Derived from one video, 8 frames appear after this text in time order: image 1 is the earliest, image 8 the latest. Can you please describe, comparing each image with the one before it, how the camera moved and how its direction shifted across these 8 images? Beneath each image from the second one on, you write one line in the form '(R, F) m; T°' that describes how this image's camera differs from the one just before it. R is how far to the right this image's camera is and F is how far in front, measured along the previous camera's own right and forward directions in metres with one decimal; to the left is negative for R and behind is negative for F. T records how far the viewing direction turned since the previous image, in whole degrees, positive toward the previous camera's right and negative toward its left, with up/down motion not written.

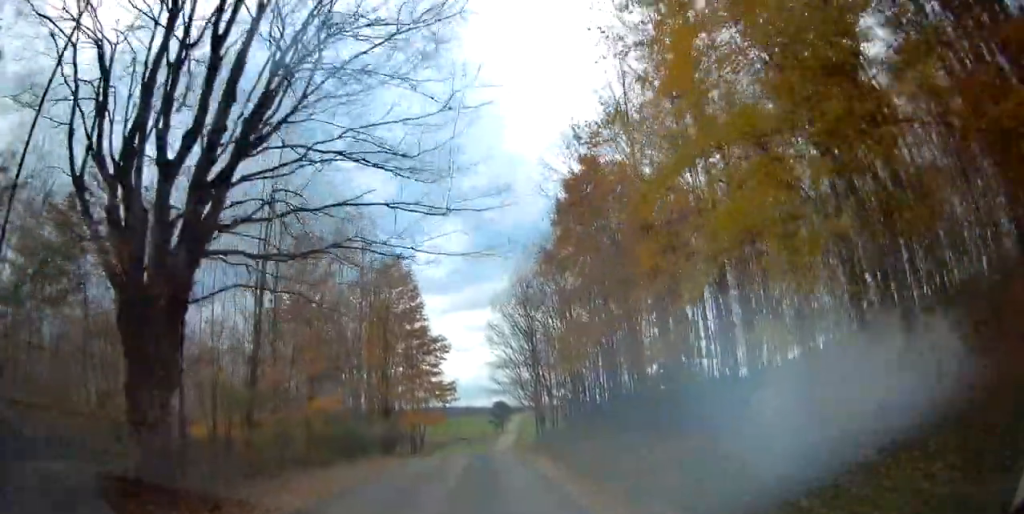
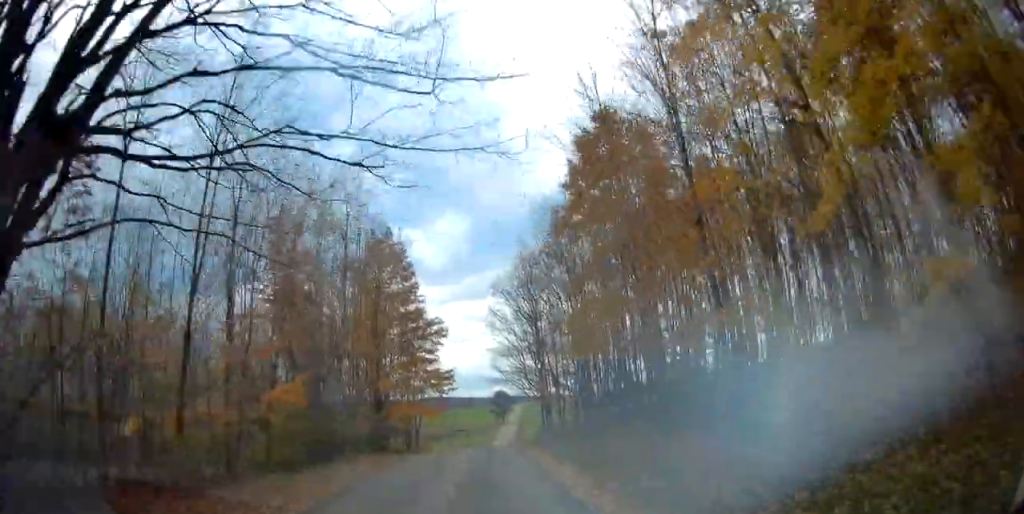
(-0.2, +5.3) m; -1°
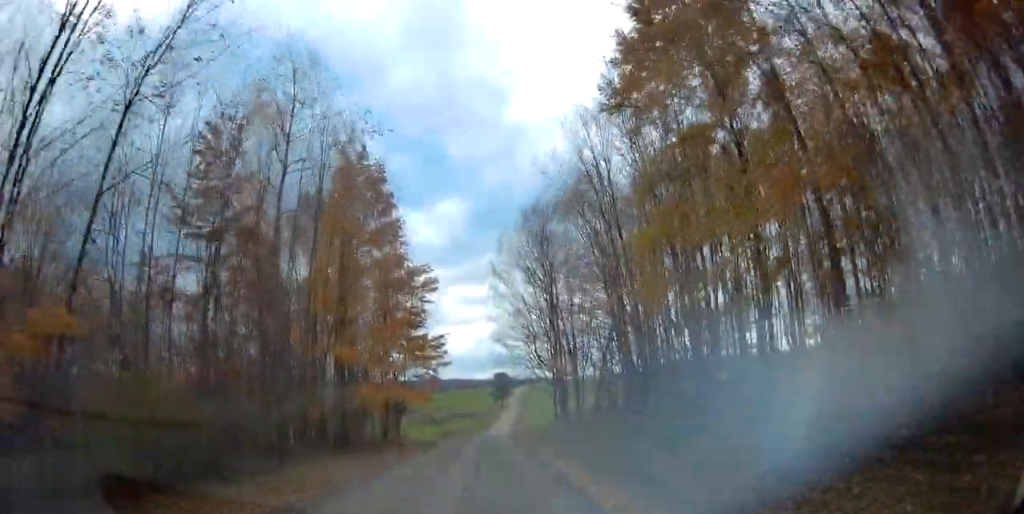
(+0.1, +12.5) m; +1°
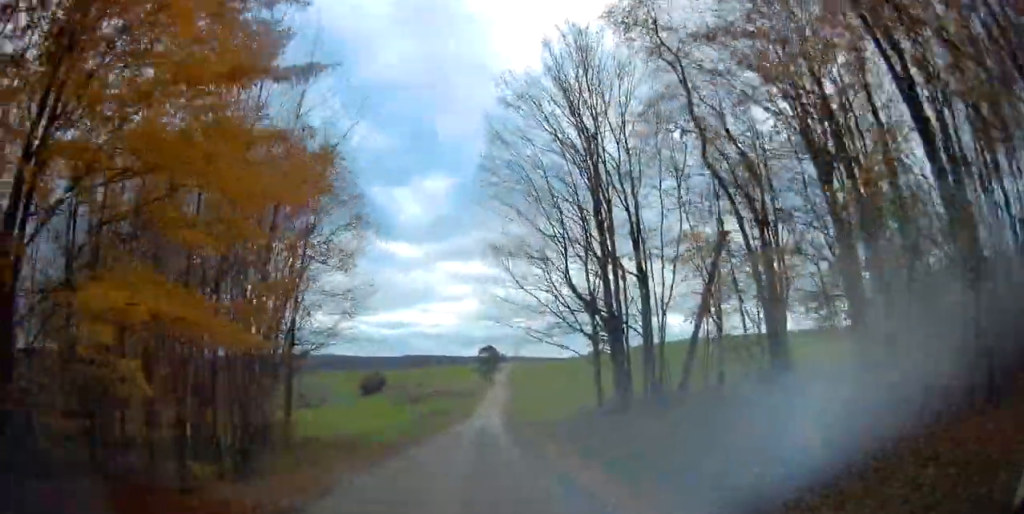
(+0.5, +27.3) m; +1°
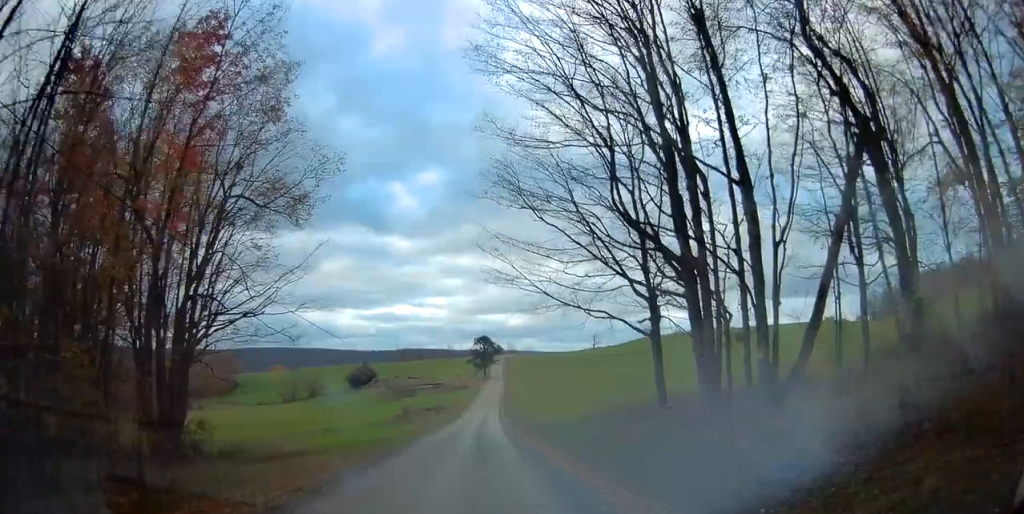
(-0.1, +11.4) m; +1°
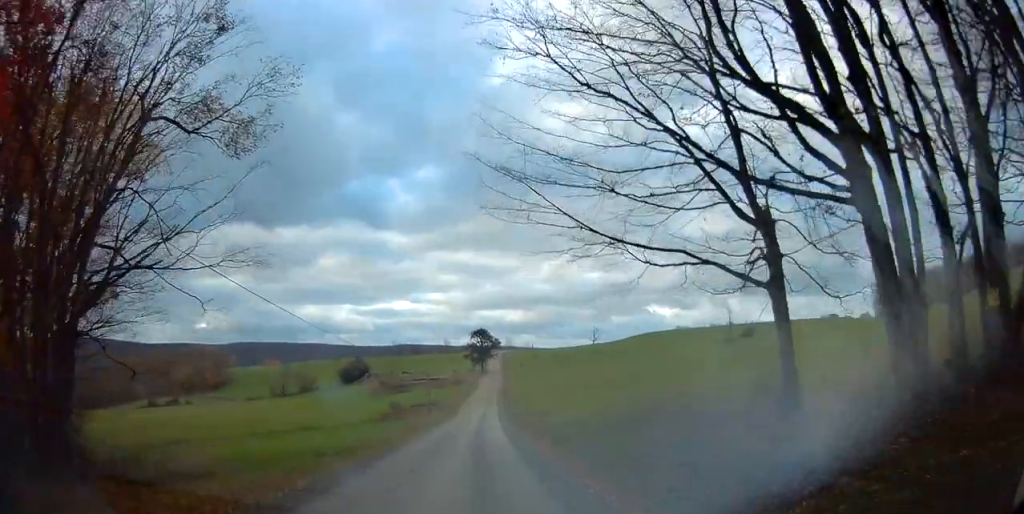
(+0.2, +9.0) m; +1°
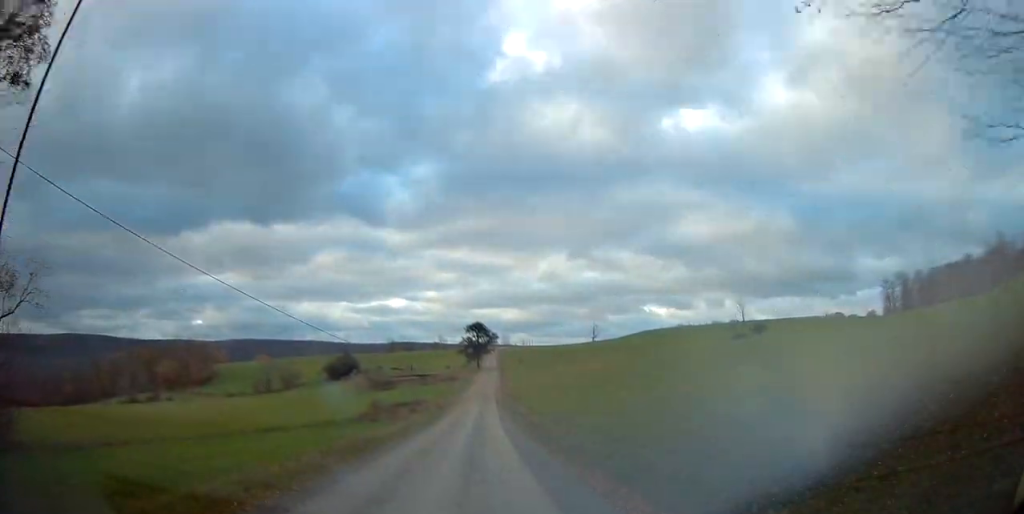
(+0.1, +13.2) m; +1°
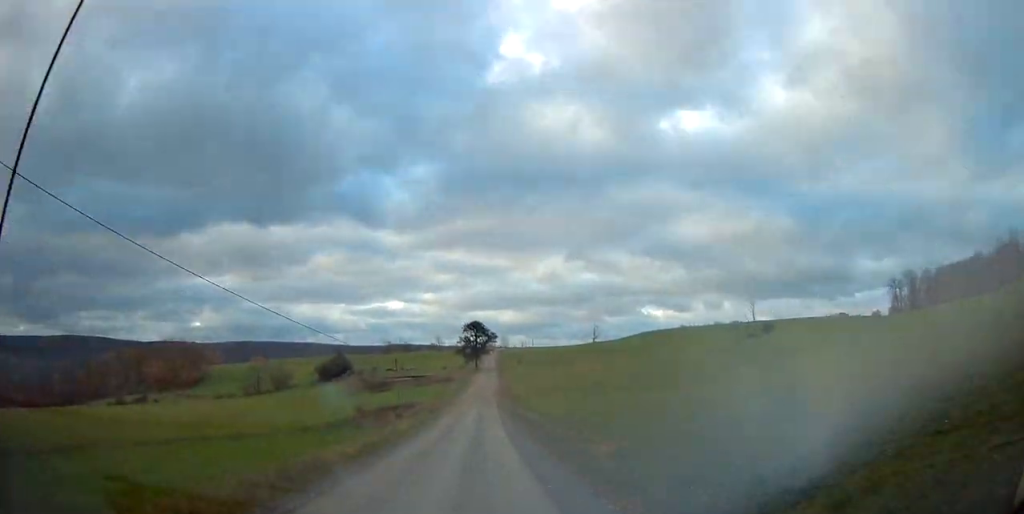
(0.0, +8.9) m; 0°
